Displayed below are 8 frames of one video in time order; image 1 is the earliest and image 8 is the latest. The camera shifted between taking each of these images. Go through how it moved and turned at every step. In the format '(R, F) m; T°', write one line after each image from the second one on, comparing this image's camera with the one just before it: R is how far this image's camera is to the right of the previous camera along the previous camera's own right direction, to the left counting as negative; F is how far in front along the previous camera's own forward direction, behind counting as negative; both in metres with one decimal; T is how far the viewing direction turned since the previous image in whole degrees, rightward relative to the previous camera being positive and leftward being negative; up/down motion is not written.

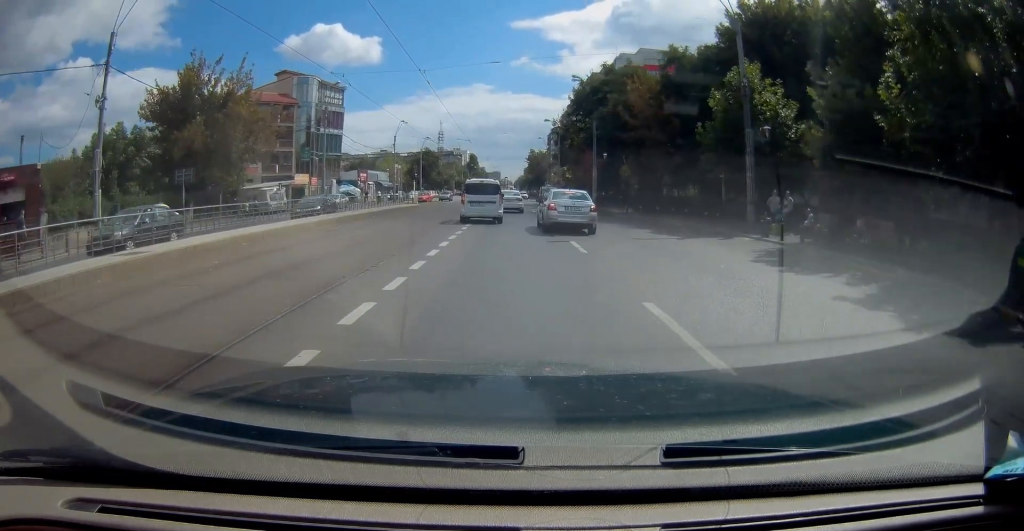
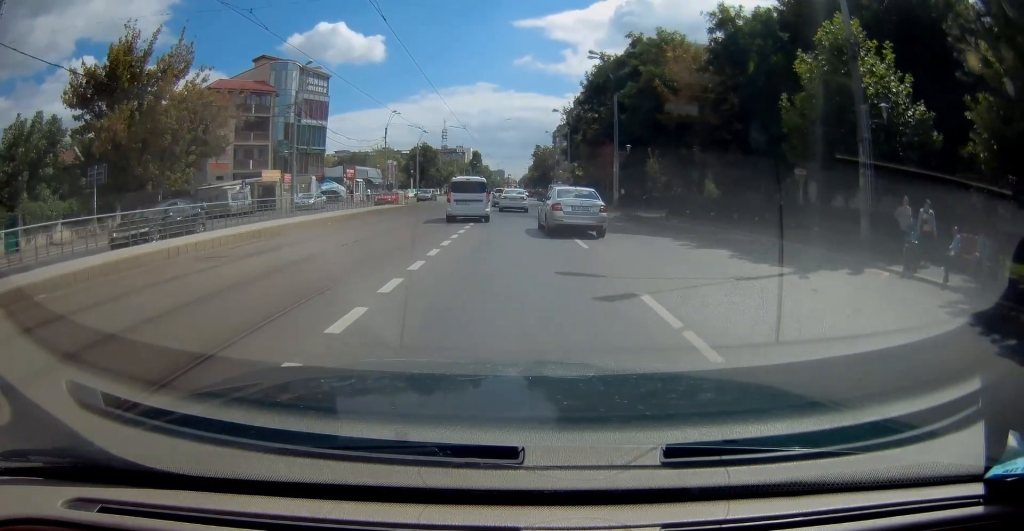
(+0.1, +8.6) m; +1°
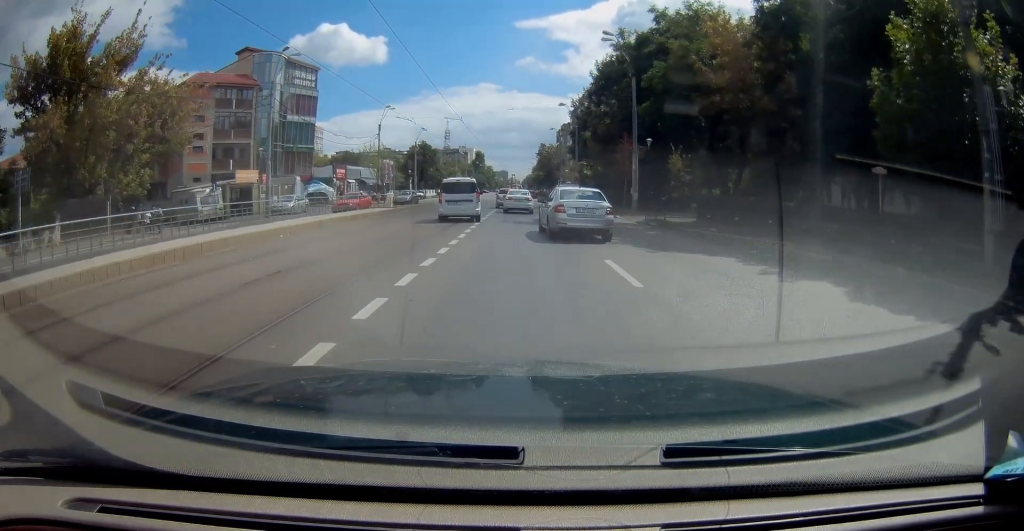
(0.0, +5.4) m; +1°
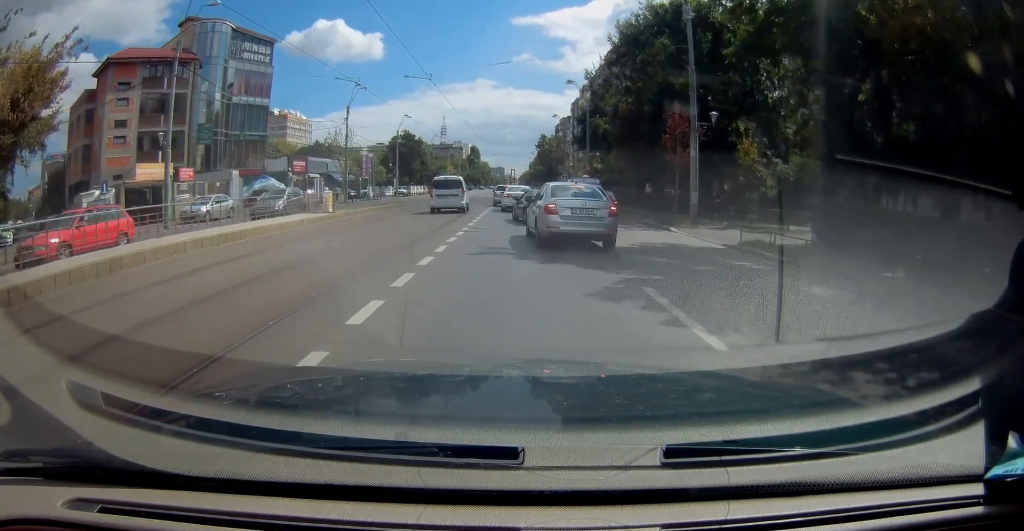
(0.0, +12.1) m; -2°
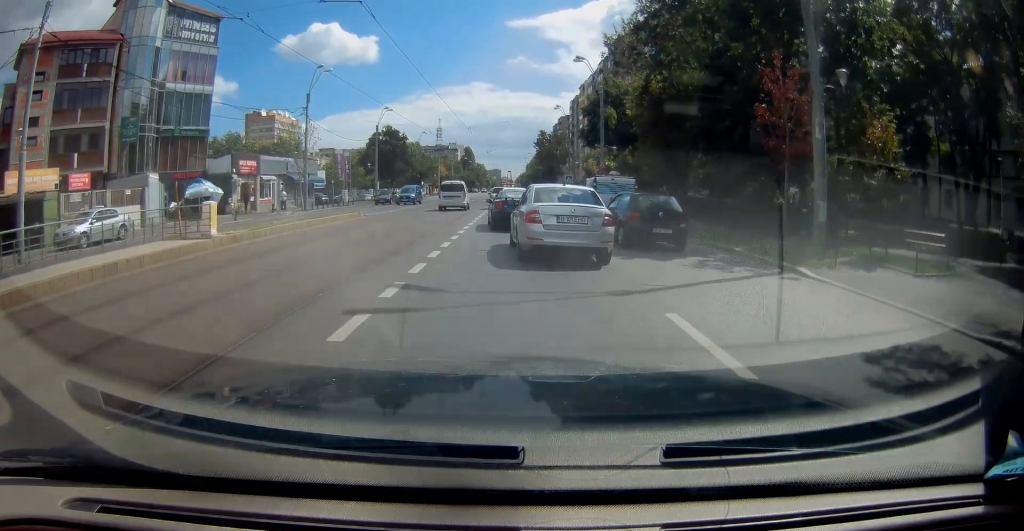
(-0.2, +10.2) m; 0°
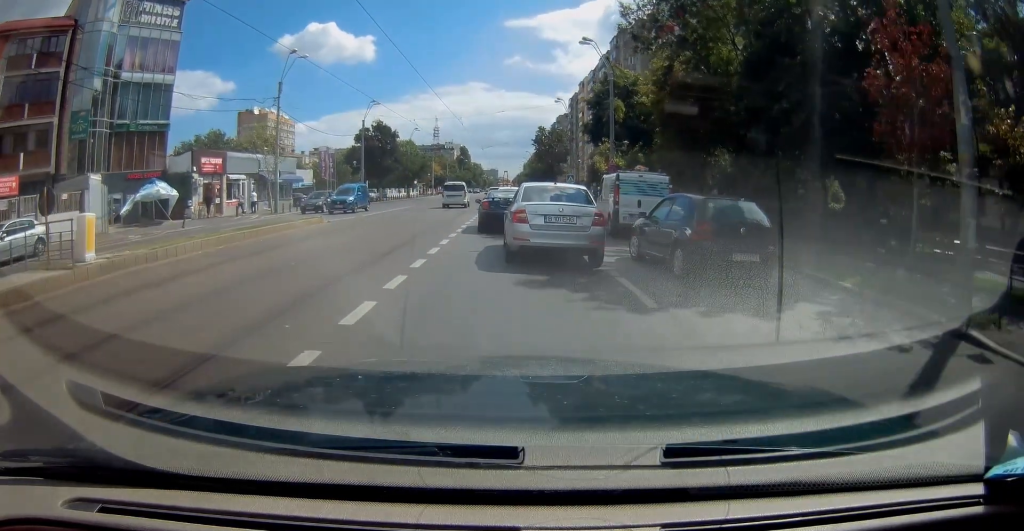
(+0.1, +5.1) m; +2°
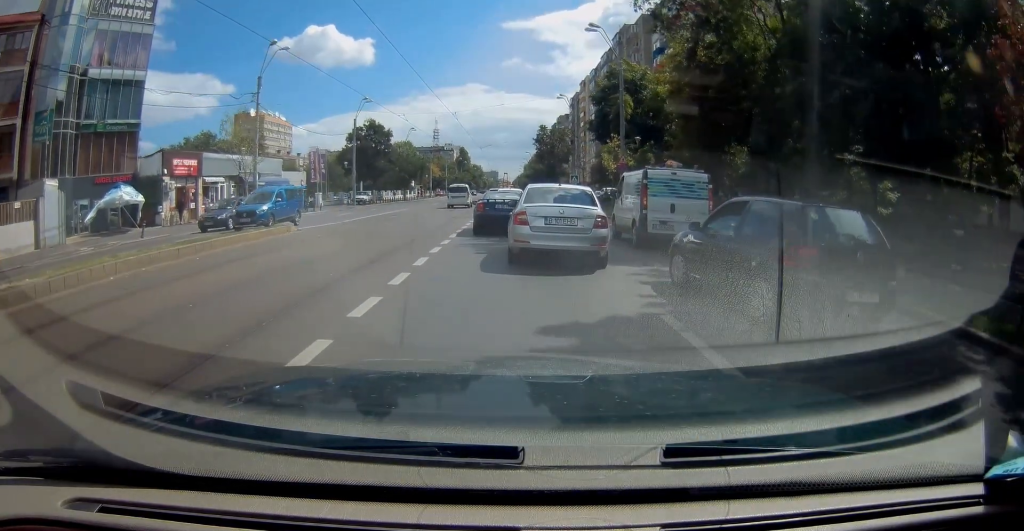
(0.0, +3.4) m; +1°
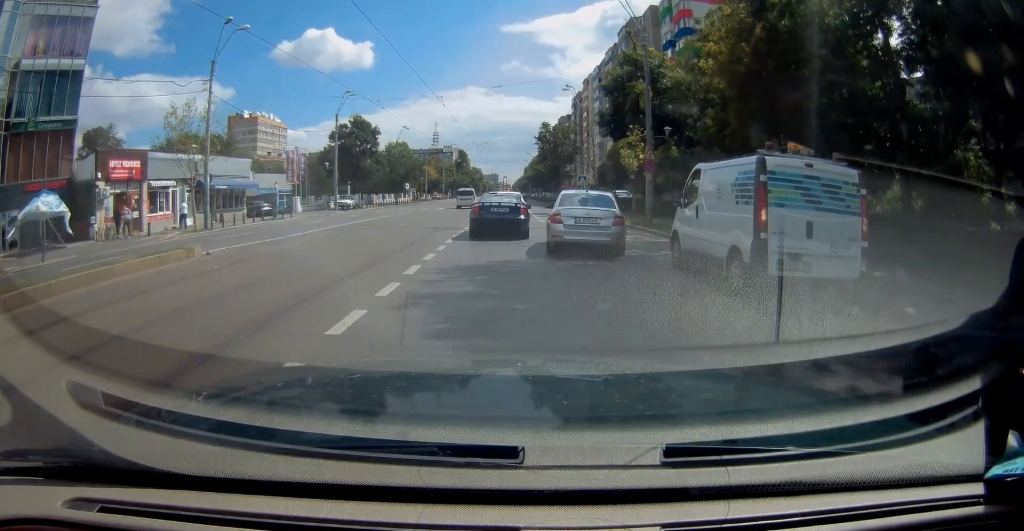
(0.0, +6.3) m; 0°
